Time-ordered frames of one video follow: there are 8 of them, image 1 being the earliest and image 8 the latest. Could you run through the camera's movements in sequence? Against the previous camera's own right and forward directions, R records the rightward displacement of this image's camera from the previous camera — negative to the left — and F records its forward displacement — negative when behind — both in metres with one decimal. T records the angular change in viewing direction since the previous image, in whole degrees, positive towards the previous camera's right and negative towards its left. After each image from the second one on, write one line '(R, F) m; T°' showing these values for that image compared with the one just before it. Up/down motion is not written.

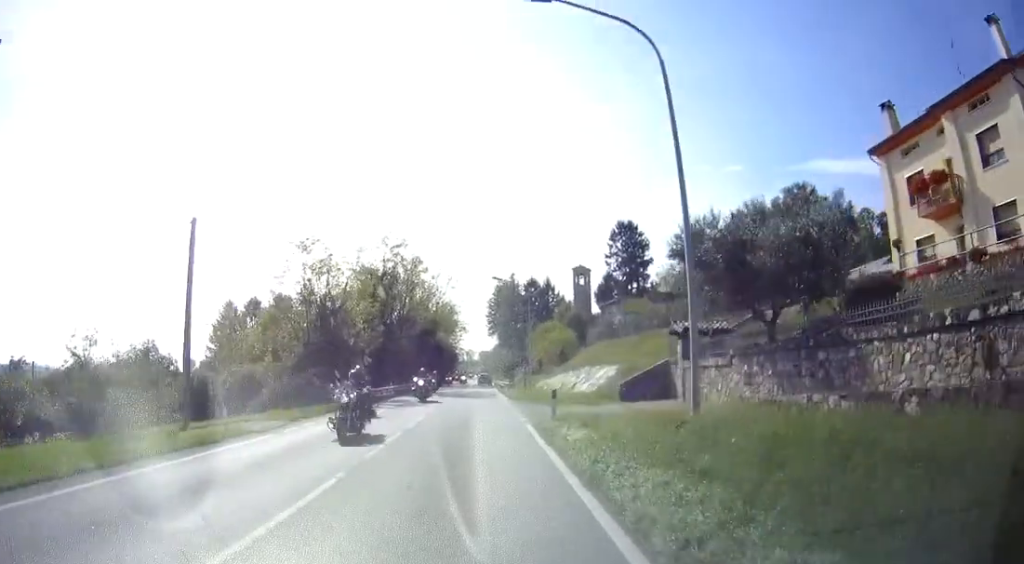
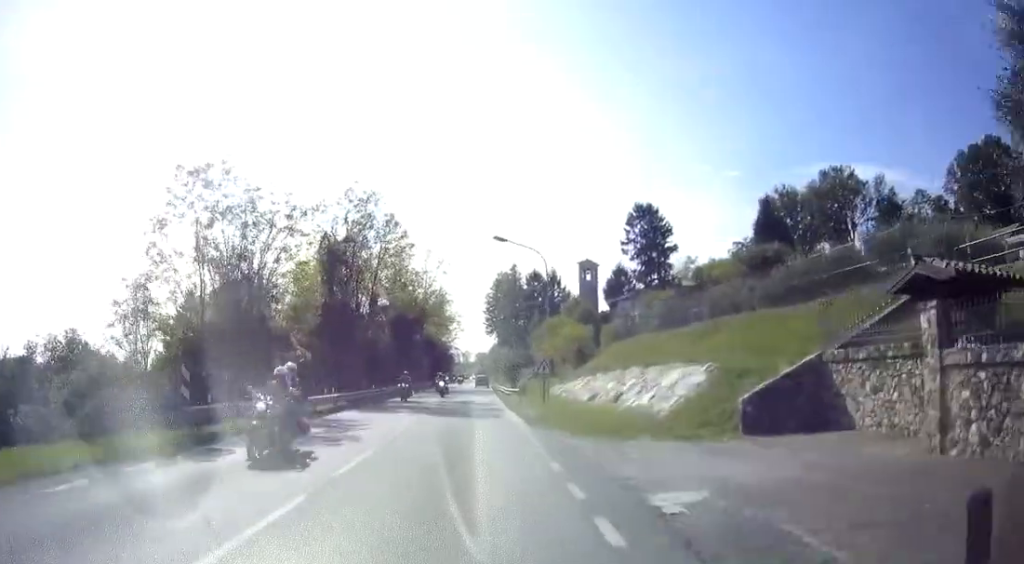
(0.0, +13.8) m; +1°
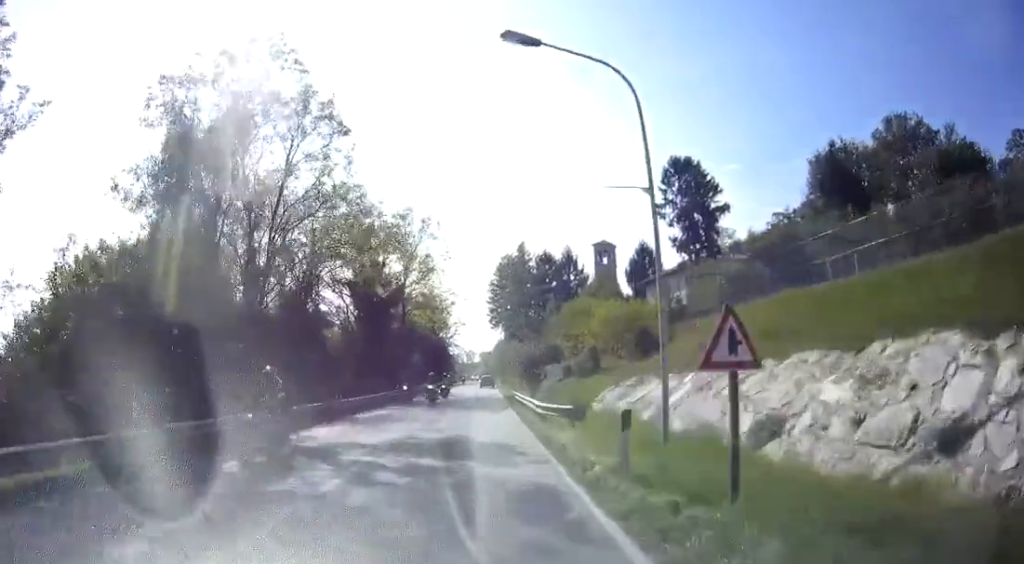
(+0.6, +19.2) m; +1°
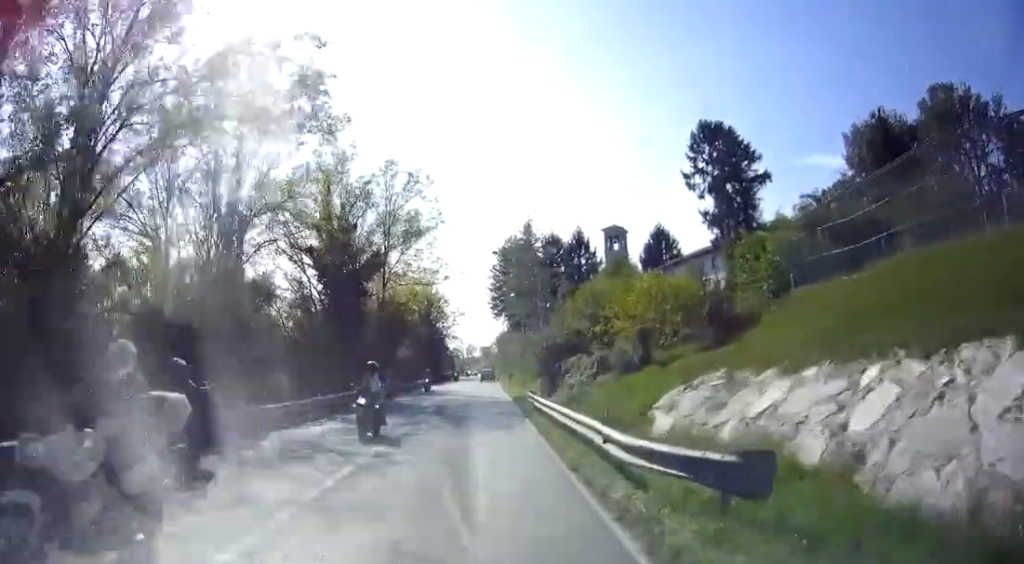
(-0.3, +10.6) m; -3°
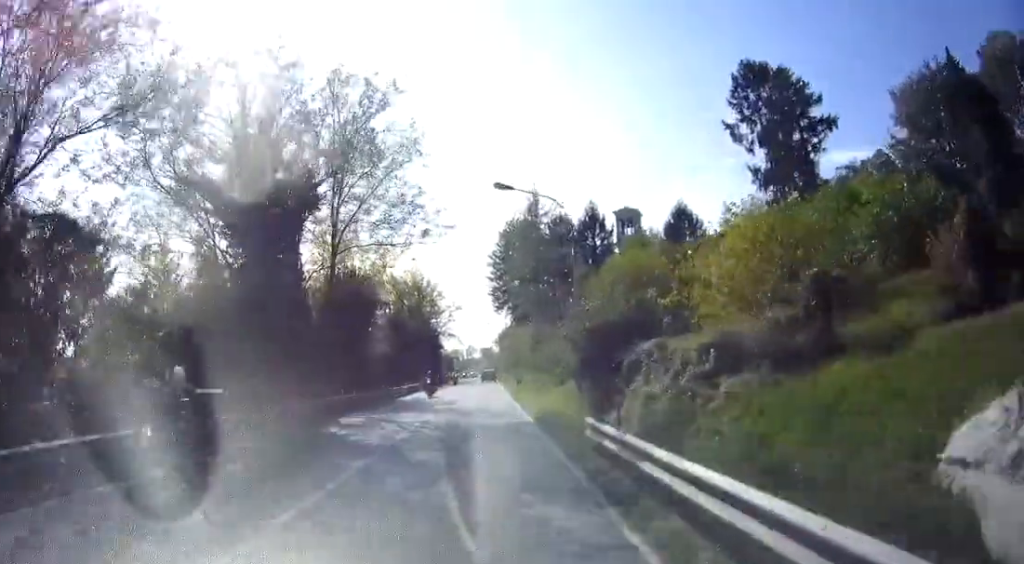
(-0.4, +13.5) m; -2°
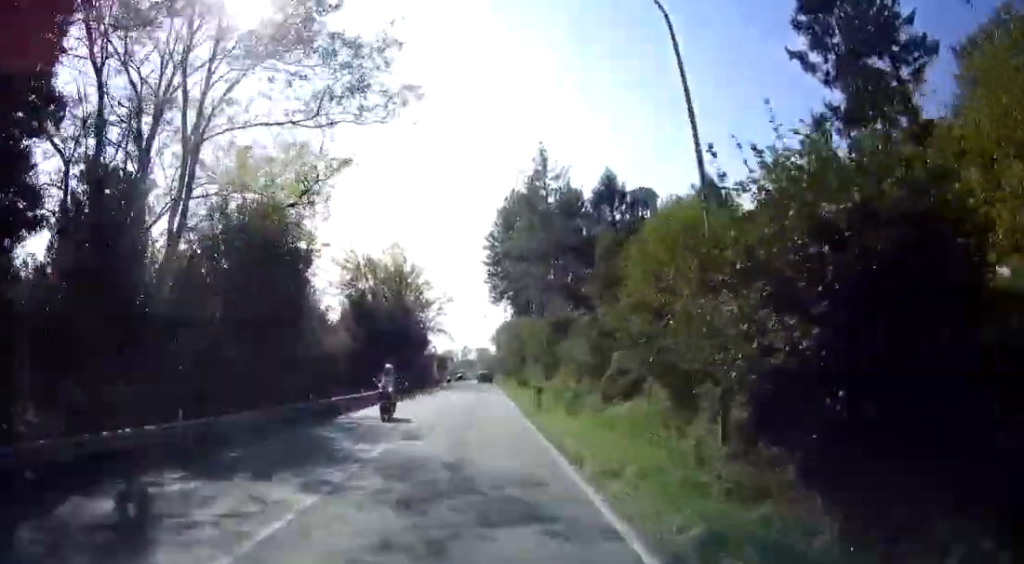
(0.0, +13.9) m; 0°
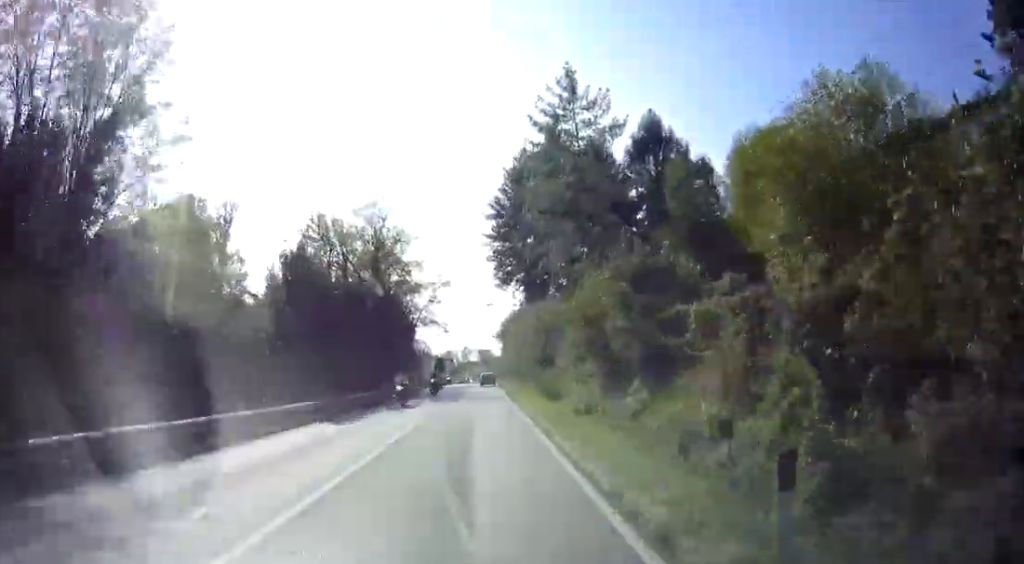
(0.0, +15.9) m; 0°
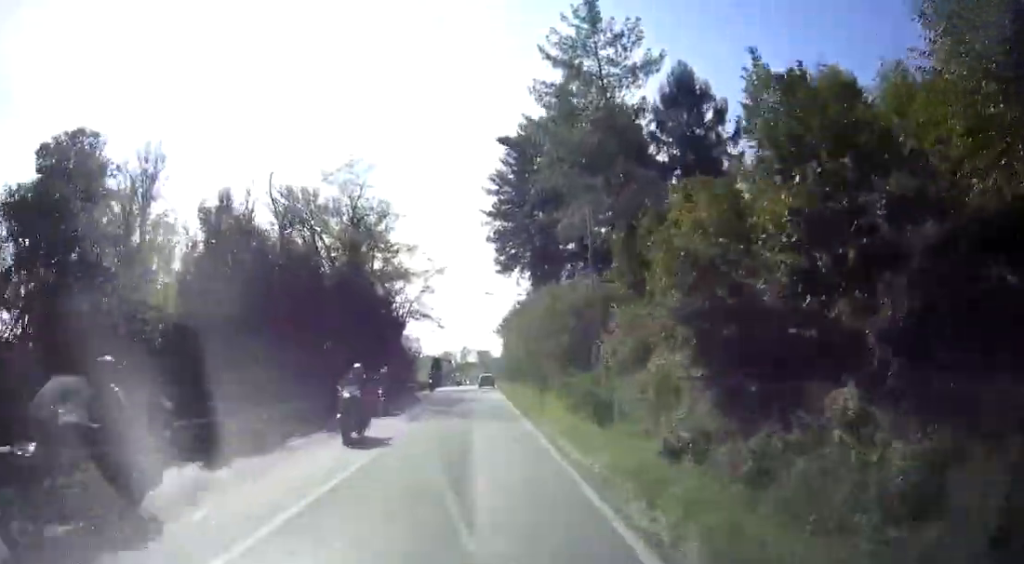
(0.0, +8.7) m; 0°
